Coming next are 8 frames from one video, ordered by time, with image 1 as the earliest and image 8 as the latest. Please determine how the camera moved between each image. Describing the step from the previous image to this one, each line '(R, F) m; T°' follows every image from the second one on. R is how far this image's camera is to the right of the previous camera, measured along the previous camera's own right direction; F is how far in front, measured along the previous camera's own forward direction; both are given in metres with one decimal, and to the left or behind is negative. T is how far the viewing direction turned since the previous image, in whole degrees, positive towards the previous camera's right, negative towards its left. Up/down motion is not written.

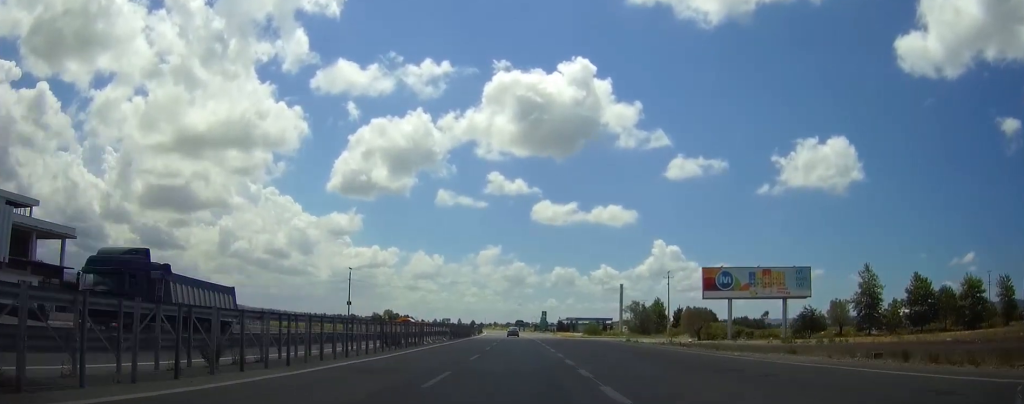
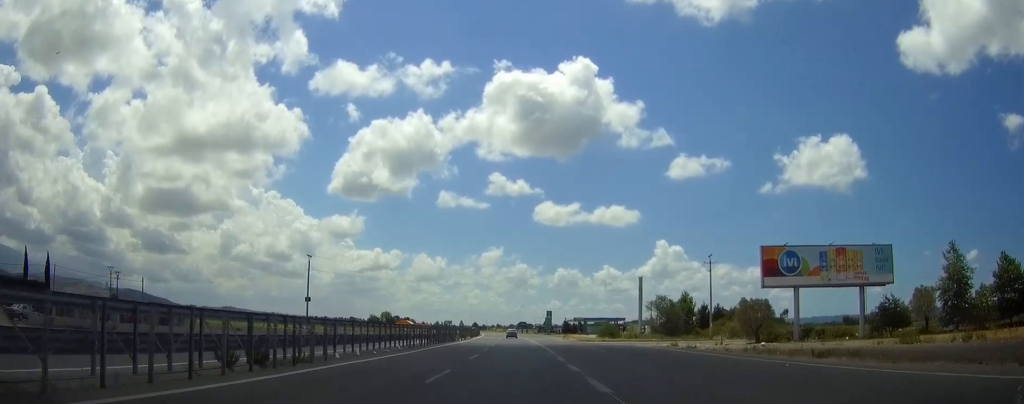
(0.0, +24.0) m; 0°
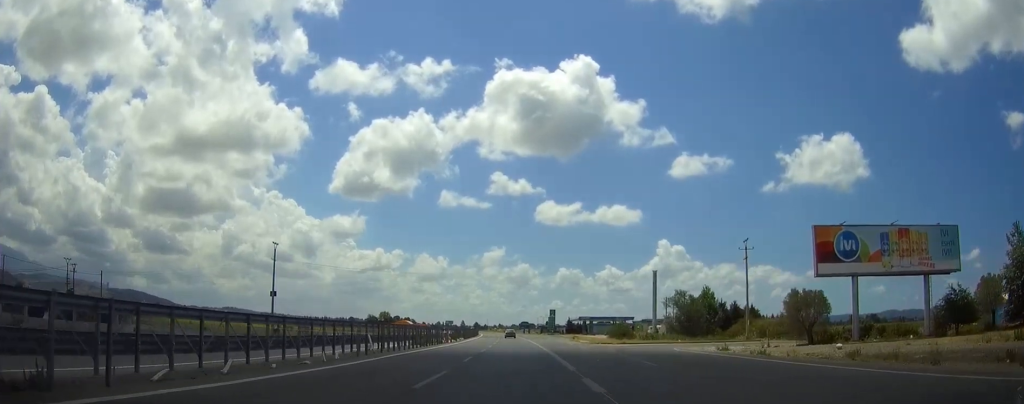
(-0.1, +13.8) m; 0°
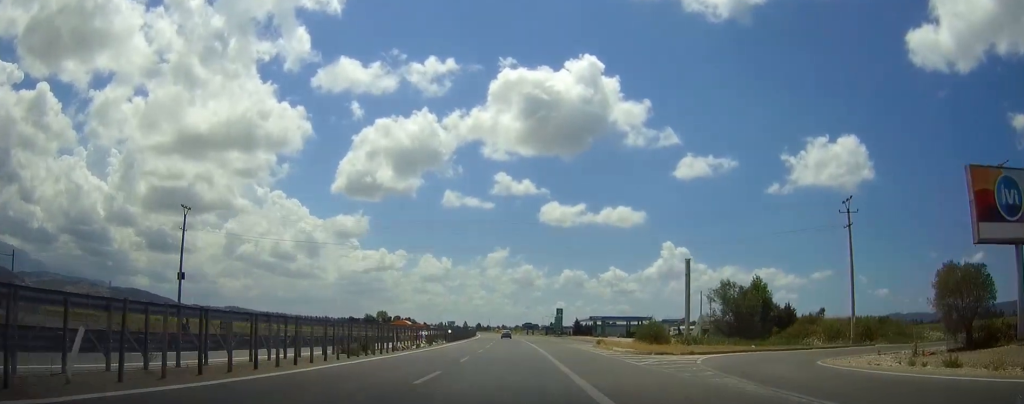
(0.0, +23.8) m; -1°
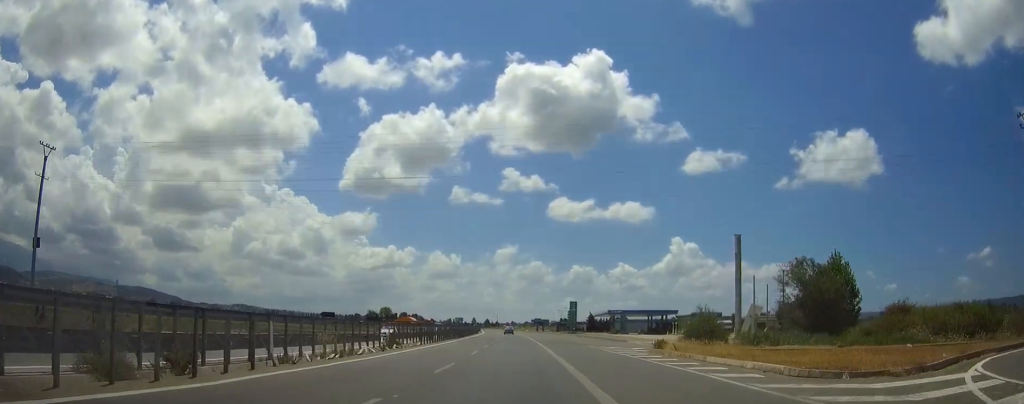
(-0.2, +21.2) m; -1°
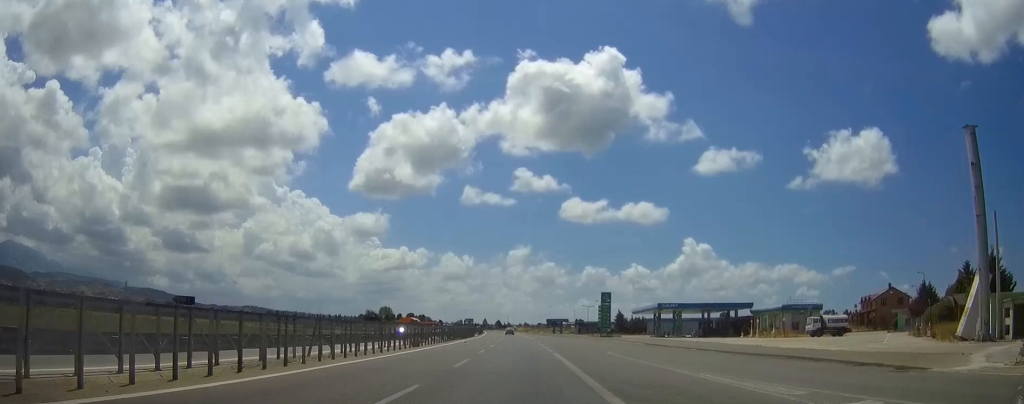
(-0.5, +45.6) m; -1°
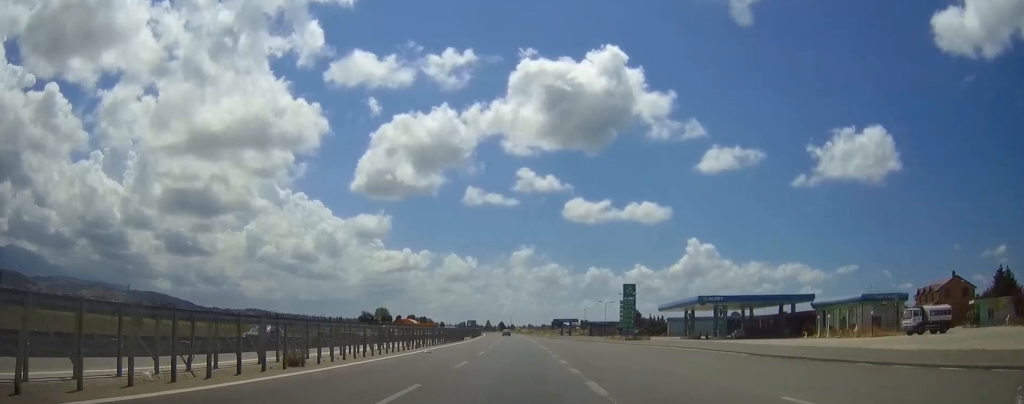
(0.0, +24.6) m; 0°
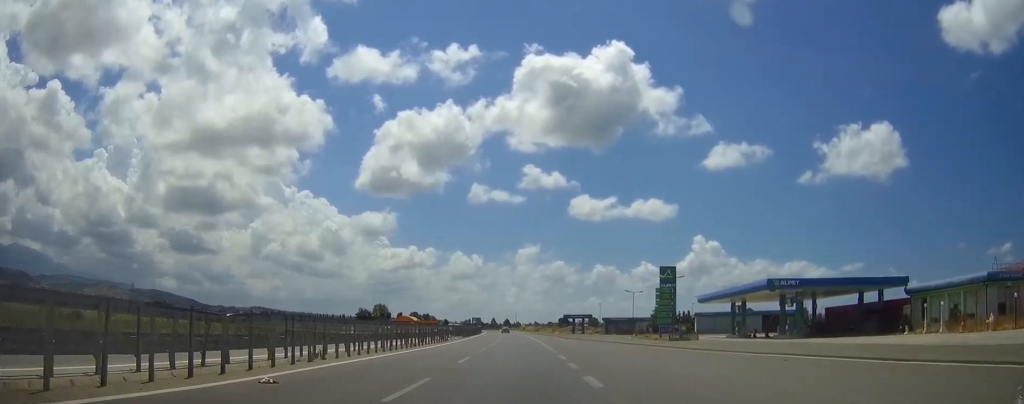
(-0.1, +24.0) m; -1°
